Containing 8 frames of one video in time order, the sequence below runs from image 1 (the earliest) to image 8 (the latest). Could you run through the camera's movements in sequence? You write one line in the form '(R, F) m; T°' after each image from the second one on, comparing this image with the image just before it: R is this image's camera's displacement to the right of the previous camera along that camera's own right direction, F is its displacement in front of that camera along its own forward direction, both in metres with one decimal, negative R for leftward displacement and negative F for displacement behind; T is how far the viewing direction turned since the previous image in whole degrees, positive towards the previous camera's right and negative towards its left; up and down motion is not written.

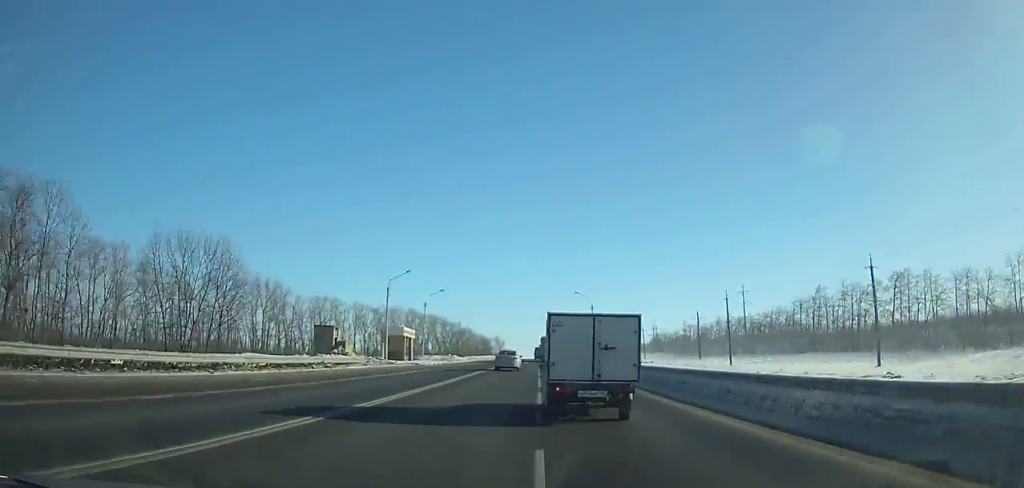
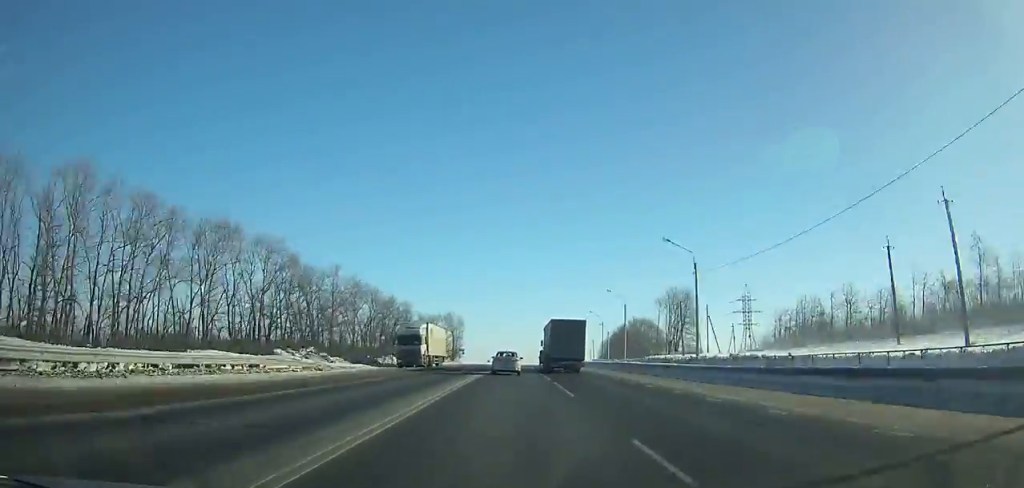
(-0.3, +173.6) m; 0°
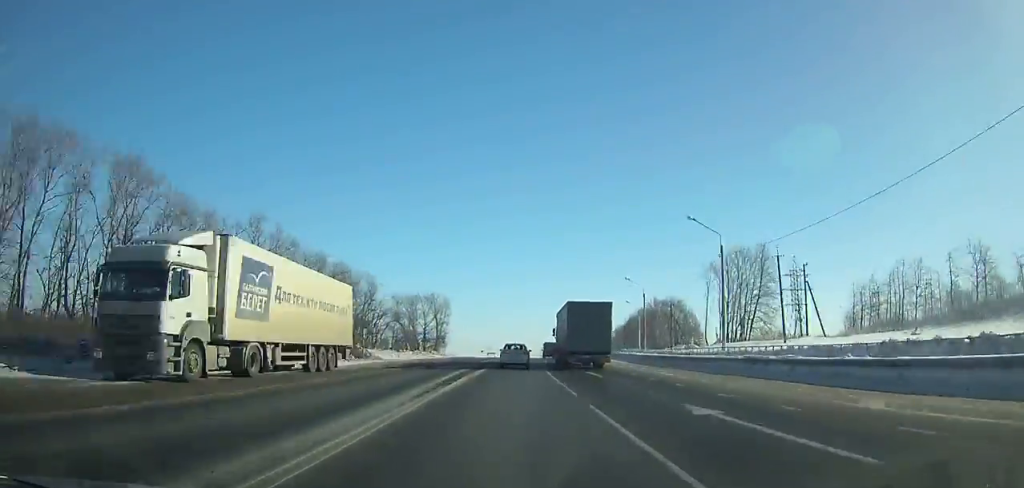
(-0.1, +36.2) m; 0°
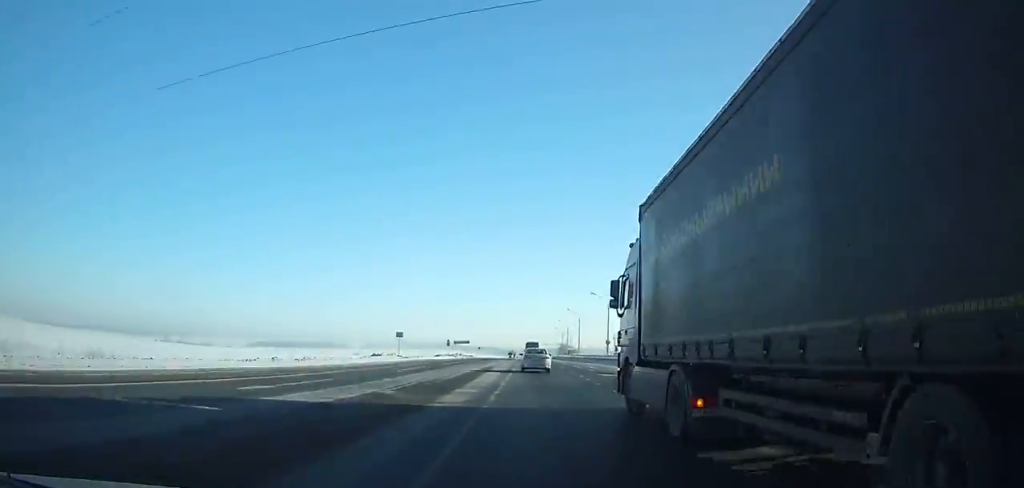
(-1.1, +161.3) m; 0°
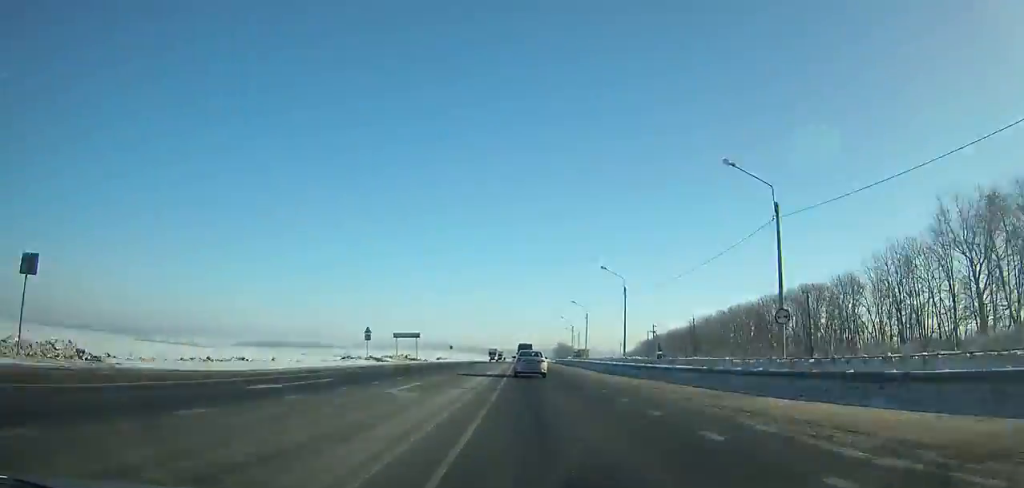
(+0.6, +55.5) m; 0°
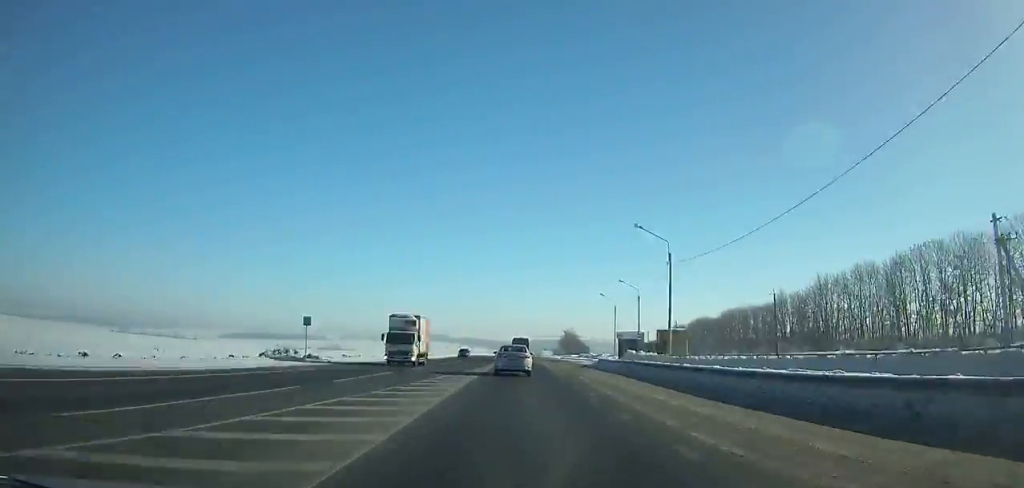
(+0.1, +85.1) m; 0°
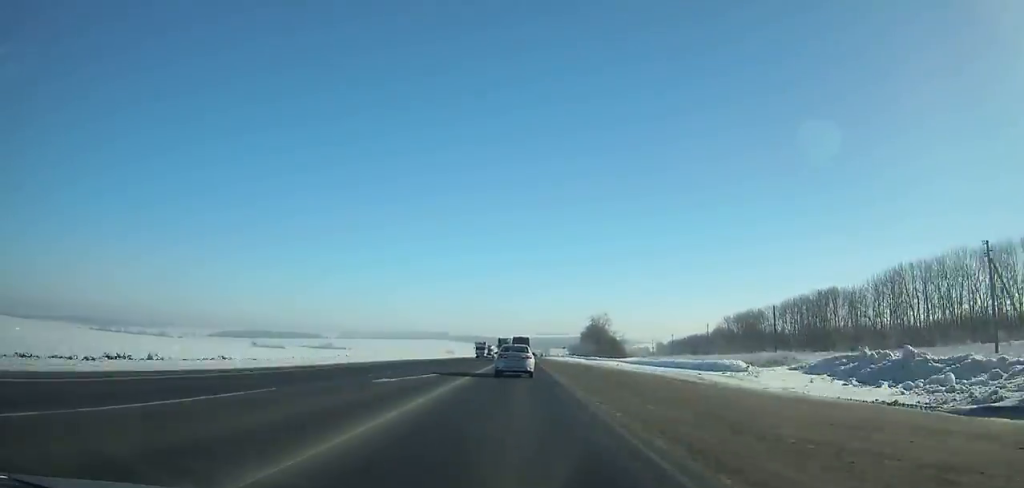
(-0.1, +97.0) m; 0°
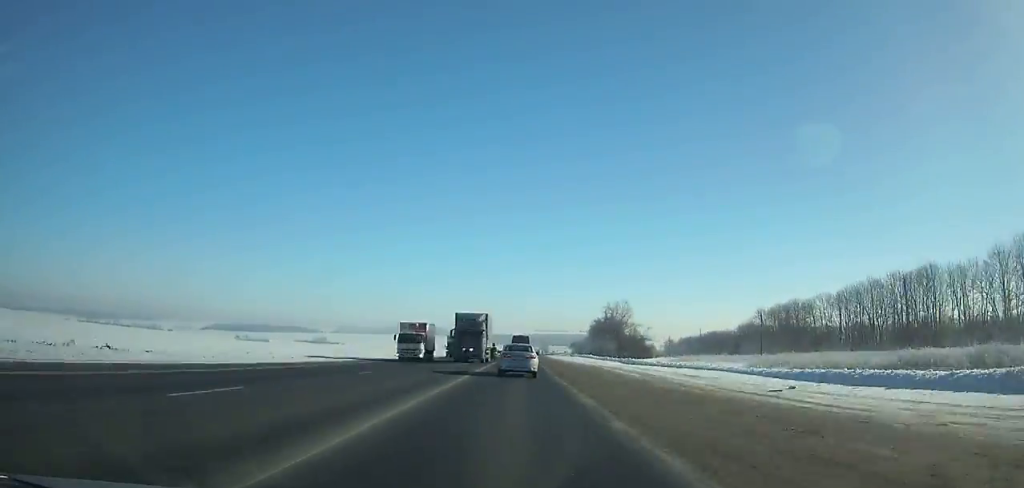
(0.0, +37.2) m; 0°
